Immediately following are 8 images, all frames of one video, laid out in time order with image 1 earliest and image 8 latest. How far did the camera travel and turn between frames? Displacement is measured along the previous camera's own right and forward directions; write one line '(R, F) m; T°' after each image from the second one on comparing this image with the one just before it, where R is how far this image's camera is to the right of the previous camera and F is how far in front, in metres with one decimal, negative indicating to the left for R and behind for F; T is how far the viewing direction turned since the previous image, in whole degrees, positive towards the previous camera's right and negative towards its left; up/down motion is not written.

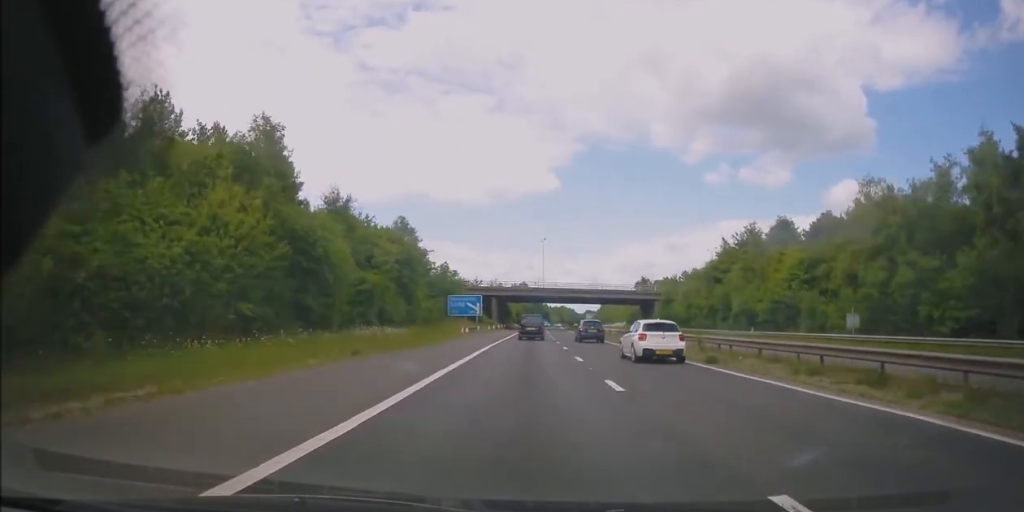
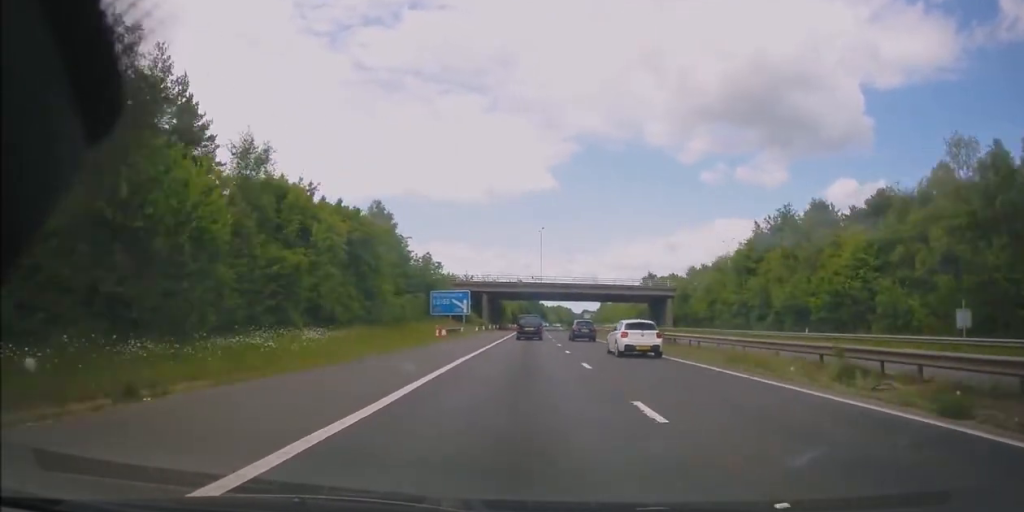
(+0.1, +12.8) m; +1°
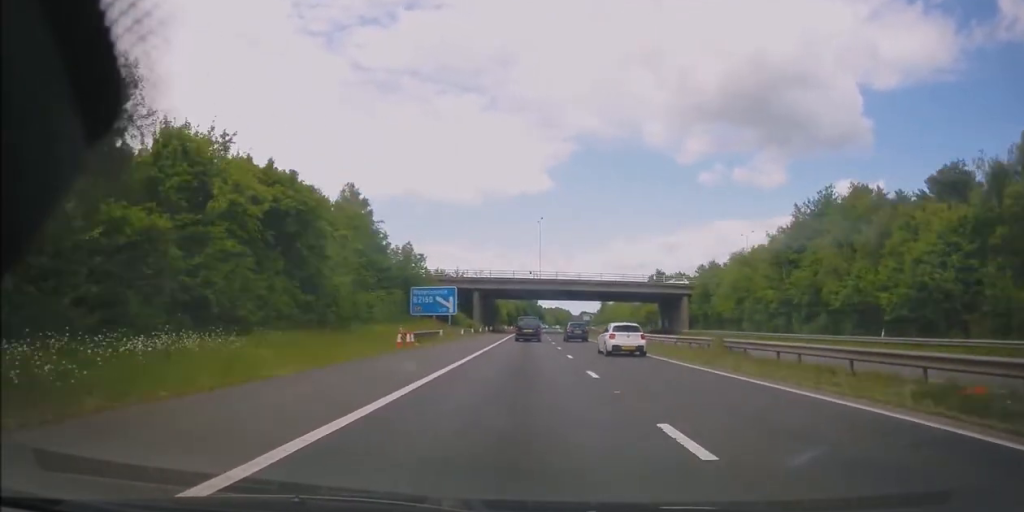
(+0.1, +11.2) m; +1°
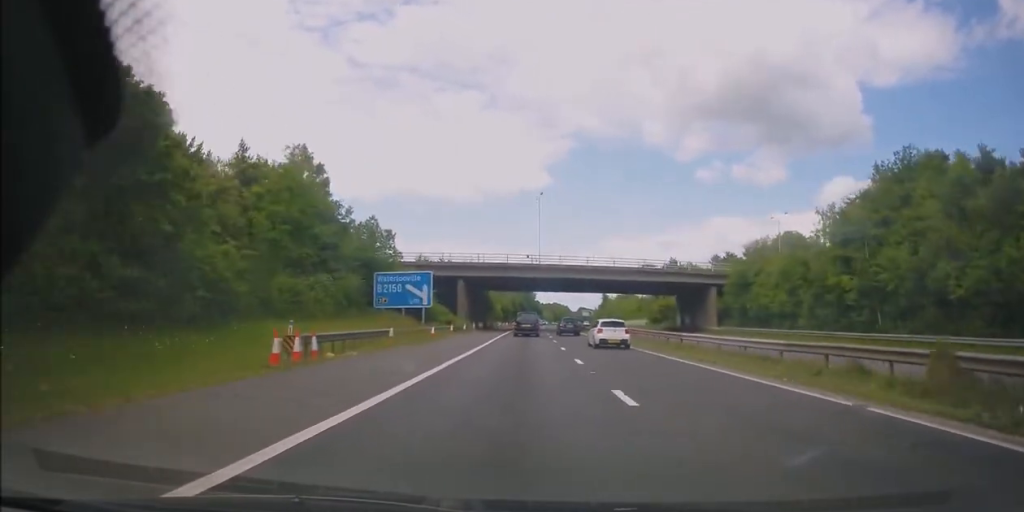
(+0.2, +14.5) m; 0°
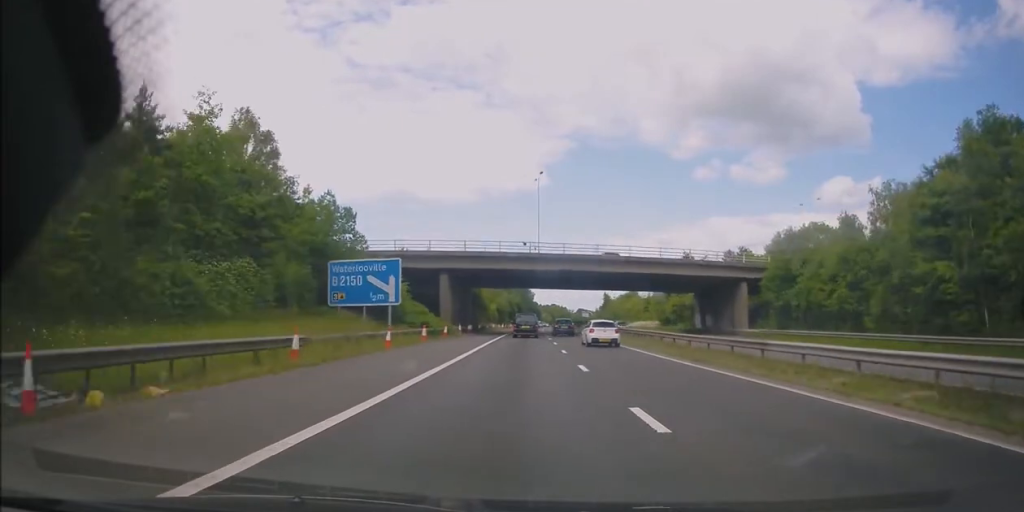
(+0.2, +11.3) m; 0°
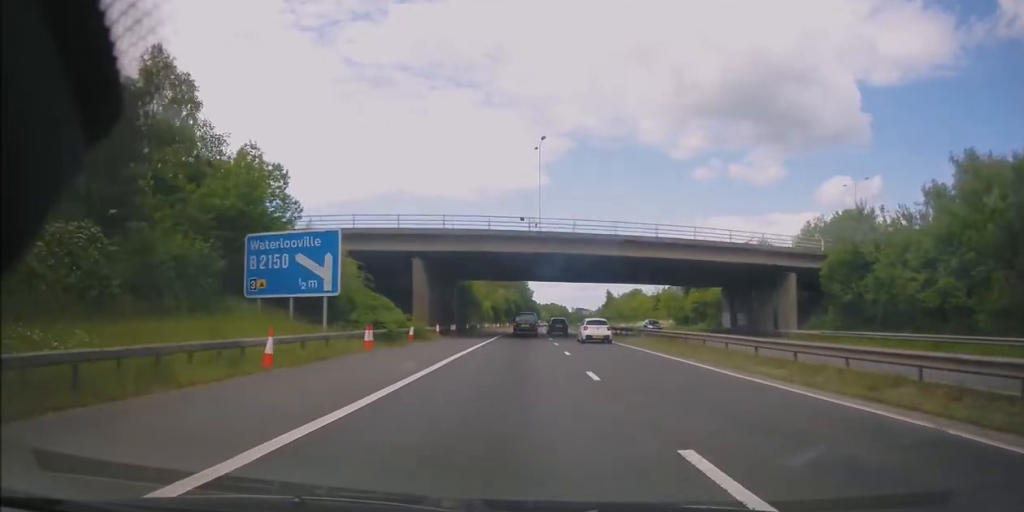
(-0.1, +12.1) m; 0°
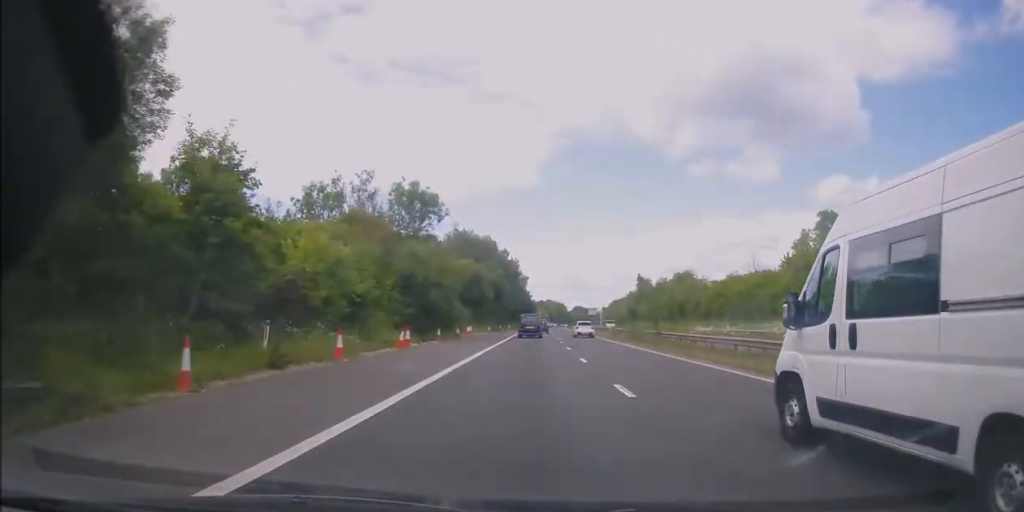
(-1.1, +75.5) m; +1°
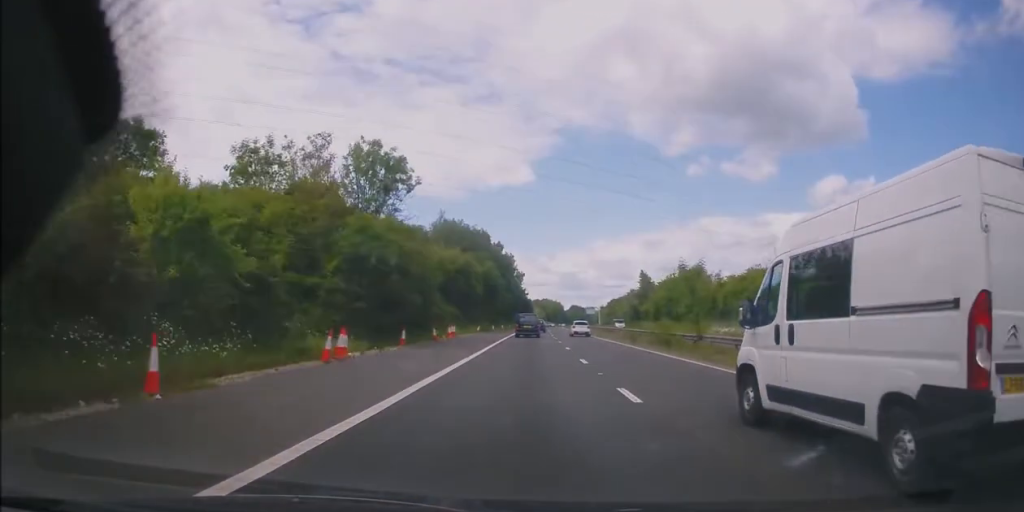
(+0.1, +9.8) m; +1°
